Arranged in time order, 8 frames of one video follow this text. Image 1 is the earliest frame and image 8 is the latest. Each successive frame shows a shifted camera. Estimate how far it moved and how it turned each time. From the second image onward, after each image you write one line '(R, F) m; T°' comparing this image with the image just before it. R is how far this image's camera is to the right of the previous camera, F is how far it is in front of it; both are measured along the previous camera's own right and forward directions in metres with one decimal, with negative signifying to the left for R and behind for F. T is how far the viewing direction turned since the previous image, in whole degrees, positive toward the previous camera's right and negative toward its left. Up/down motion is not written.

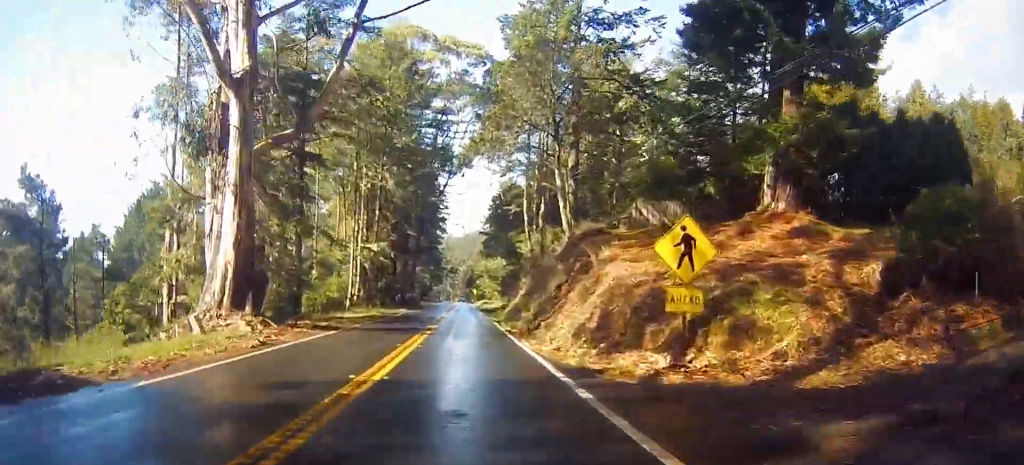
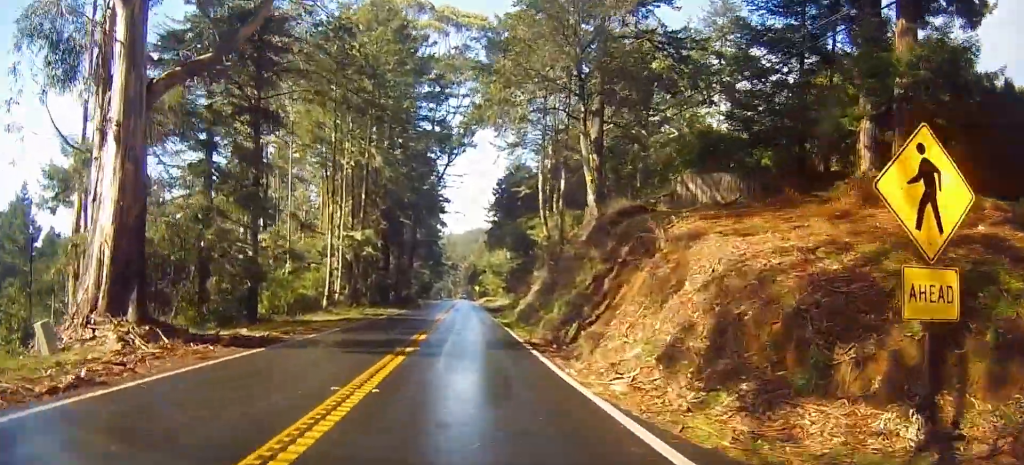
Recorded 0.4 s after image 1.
(0.0, +9.0) m; 0°
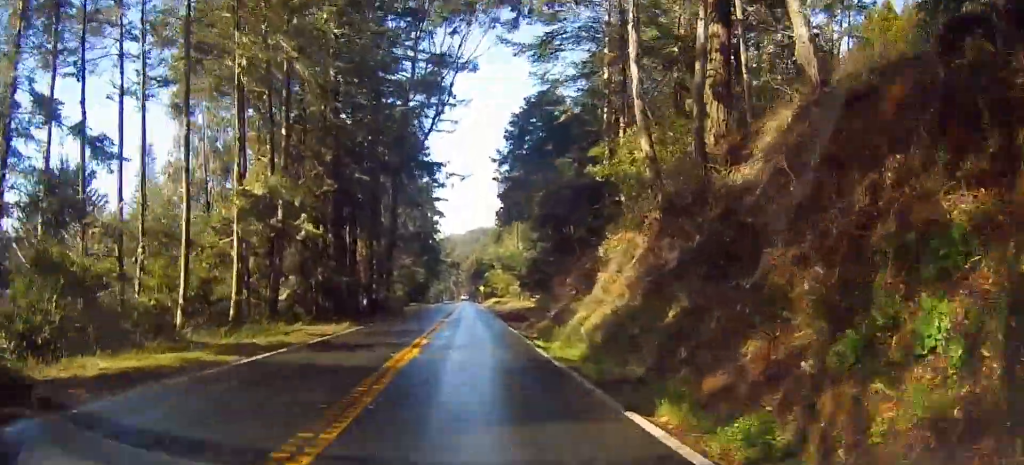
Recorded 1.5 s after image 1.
(+0.1, +23.0) m; 0°
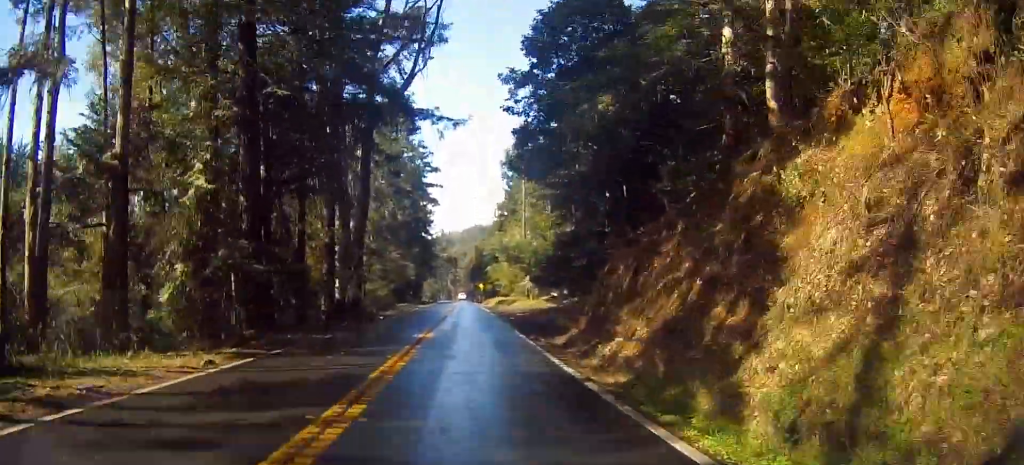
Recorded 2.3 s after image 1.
(0.0, +15.3) m; 0°
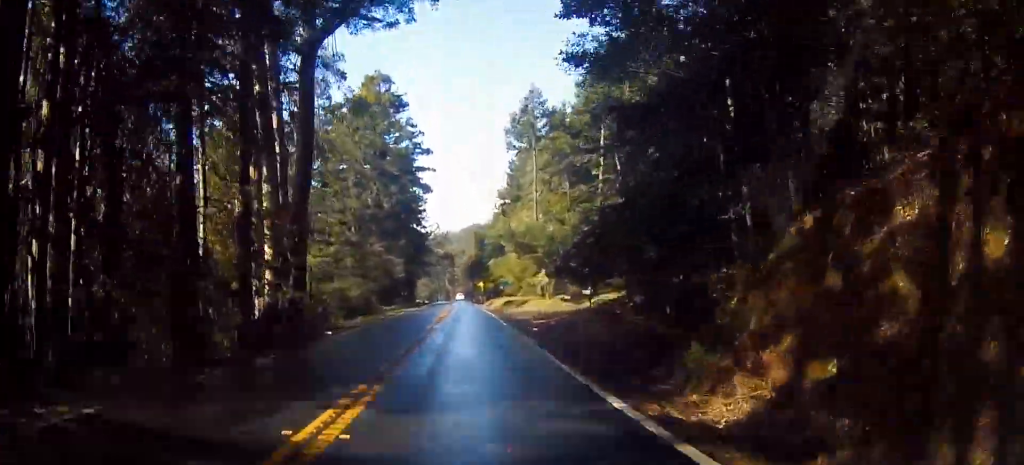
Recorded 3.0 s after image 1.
(+0.1, +15.2) m; -1°
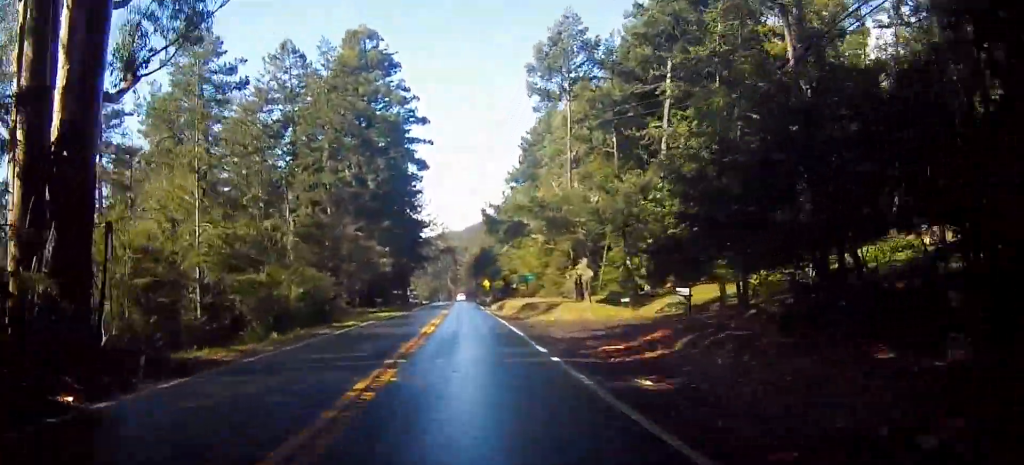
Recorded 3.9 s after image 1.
(-0.3, +17.8) m; 0°
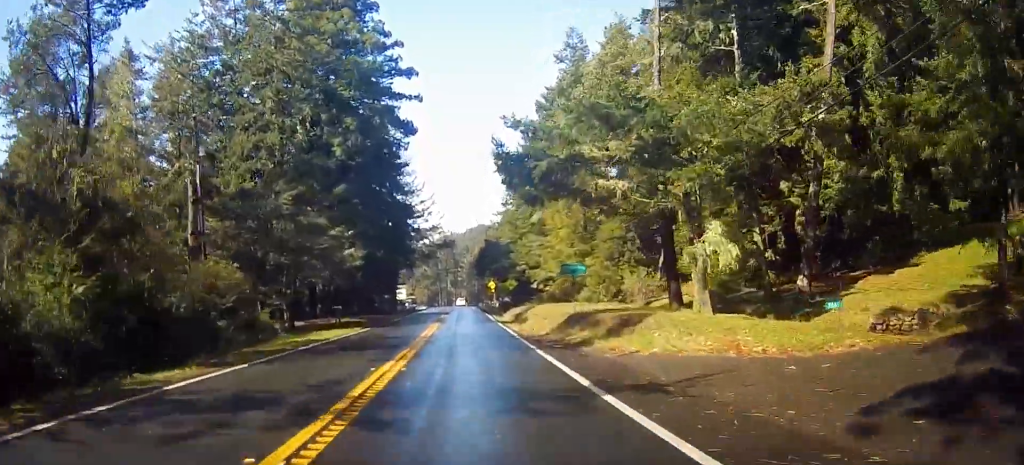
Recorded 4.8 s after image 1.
(+0.1, +19.7) m; 0°
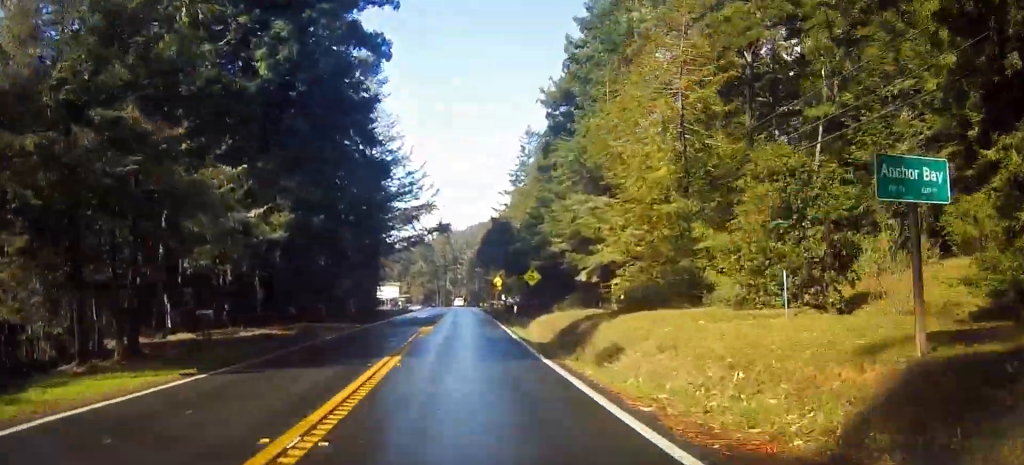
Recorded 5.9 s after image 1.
(0.0, +20.8) m; 0°
